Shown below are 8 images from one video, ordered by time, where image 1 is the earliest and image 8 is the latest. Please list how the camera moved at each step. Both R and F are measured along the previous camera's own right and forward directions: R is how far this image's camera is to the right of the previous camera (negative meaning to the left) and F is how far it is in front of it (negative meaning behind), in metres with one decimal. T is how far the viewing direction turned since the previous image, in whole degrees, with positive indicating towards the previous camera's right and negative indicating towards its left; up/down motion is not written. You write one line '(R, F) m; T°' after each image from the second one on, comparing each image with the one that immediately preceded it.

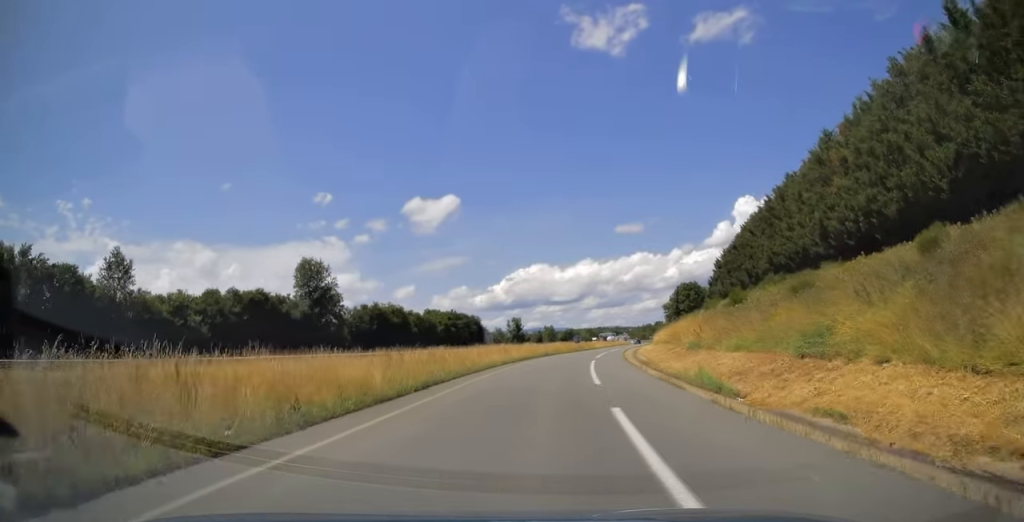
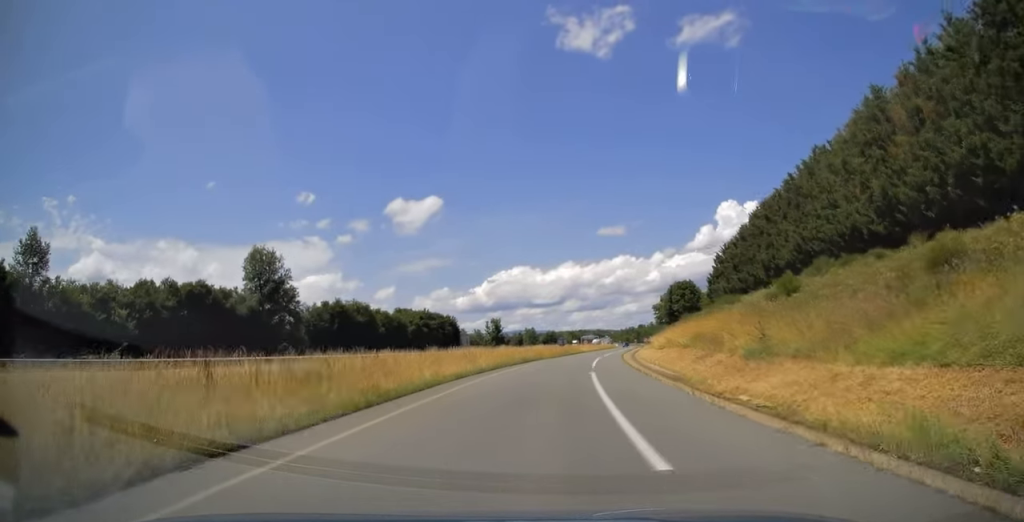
(+0.3, +11.6) m; +2°
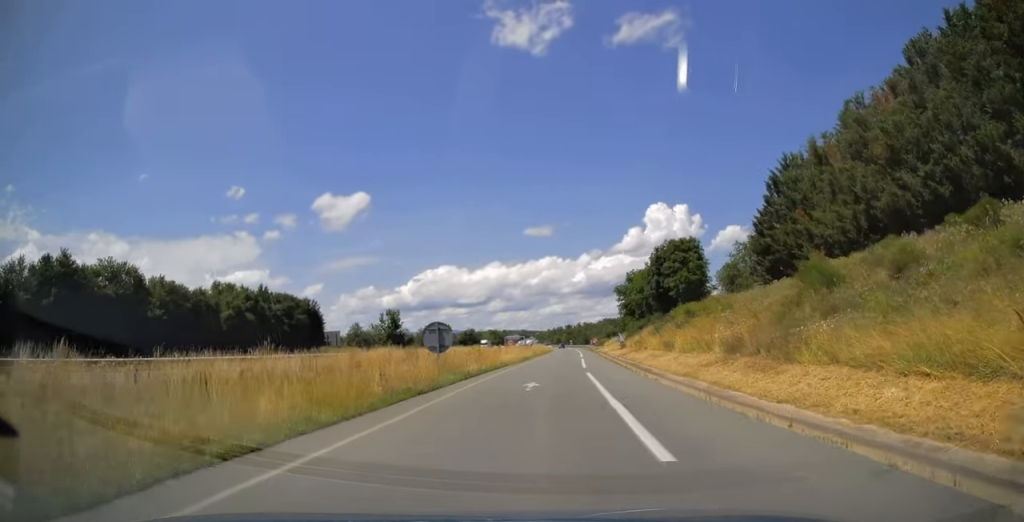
(+2.9, +51.3) m; +7°
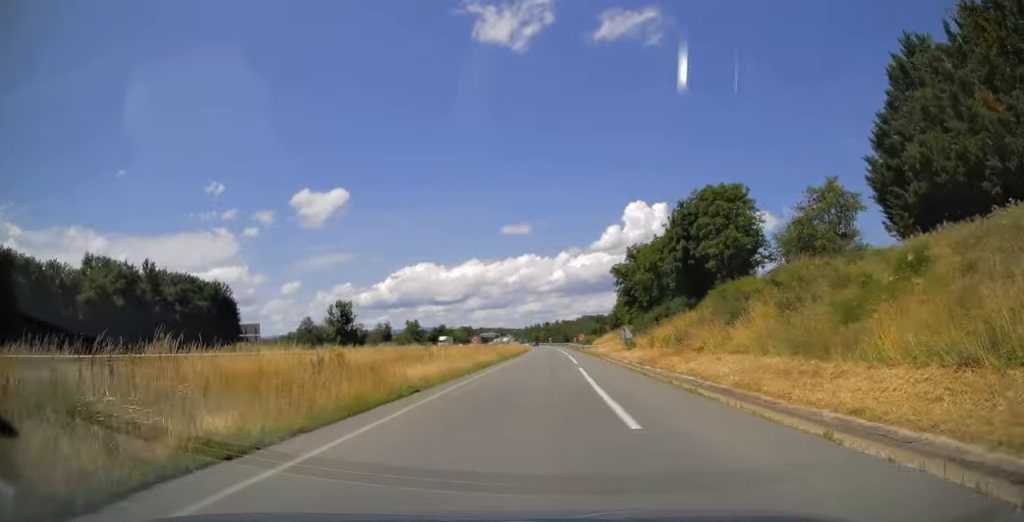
(+0.8, +23.3) m; +3°
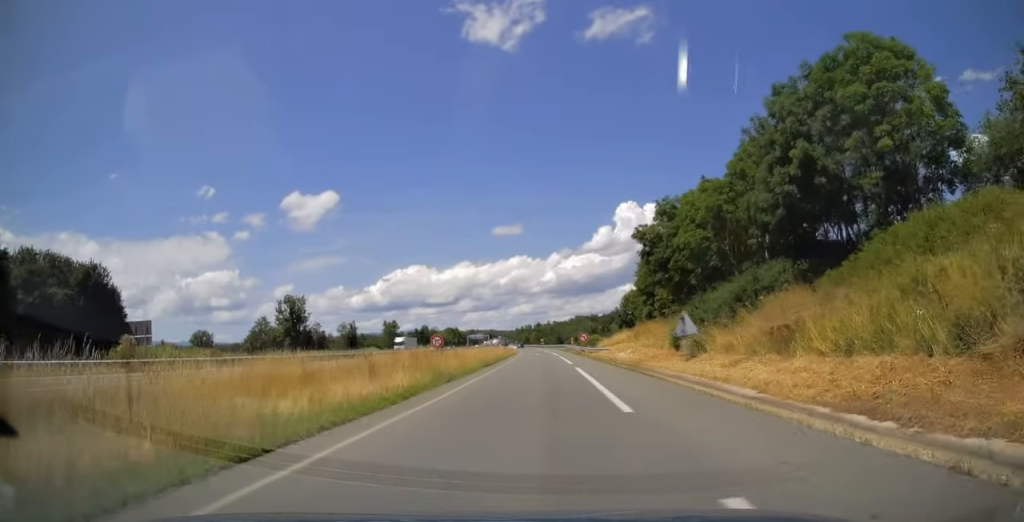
(+0.3, +23.7) m; +2°
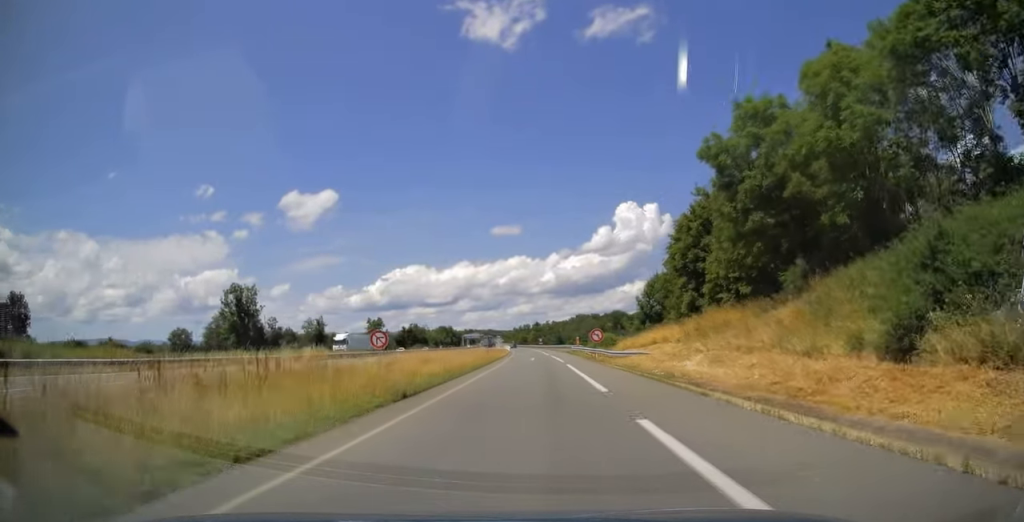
(+0.5, +20.8) m; +1°
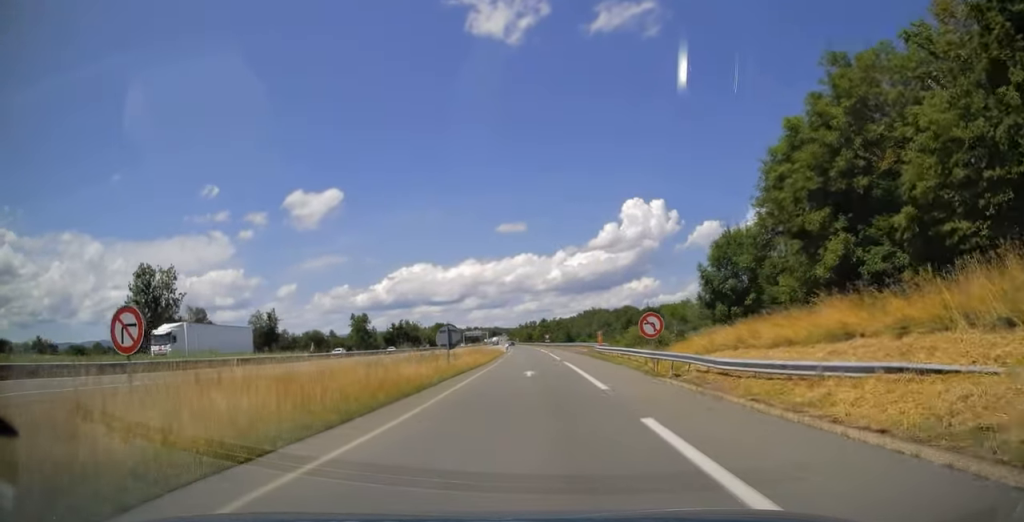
(-0.3, +25.5) m; 0°
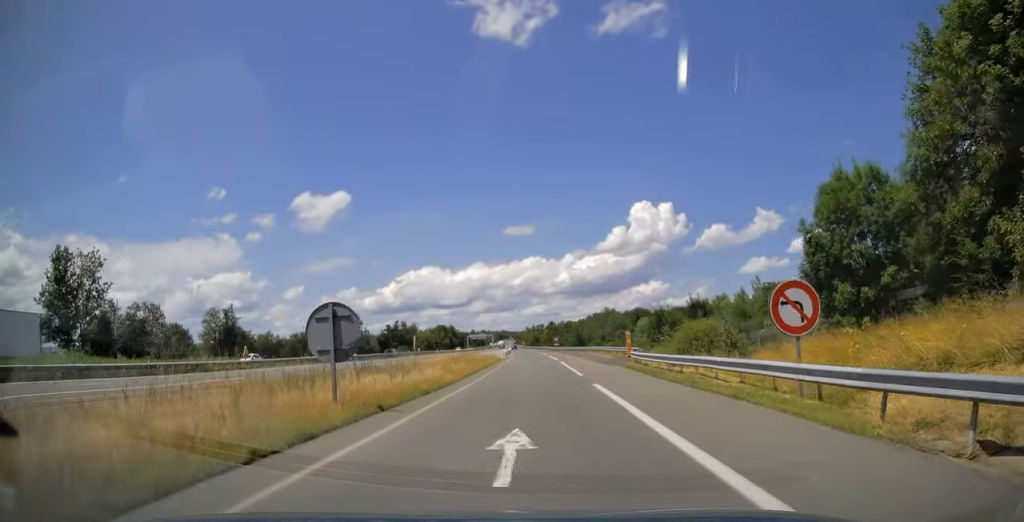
(+0.2, +16.7) m; 0°
